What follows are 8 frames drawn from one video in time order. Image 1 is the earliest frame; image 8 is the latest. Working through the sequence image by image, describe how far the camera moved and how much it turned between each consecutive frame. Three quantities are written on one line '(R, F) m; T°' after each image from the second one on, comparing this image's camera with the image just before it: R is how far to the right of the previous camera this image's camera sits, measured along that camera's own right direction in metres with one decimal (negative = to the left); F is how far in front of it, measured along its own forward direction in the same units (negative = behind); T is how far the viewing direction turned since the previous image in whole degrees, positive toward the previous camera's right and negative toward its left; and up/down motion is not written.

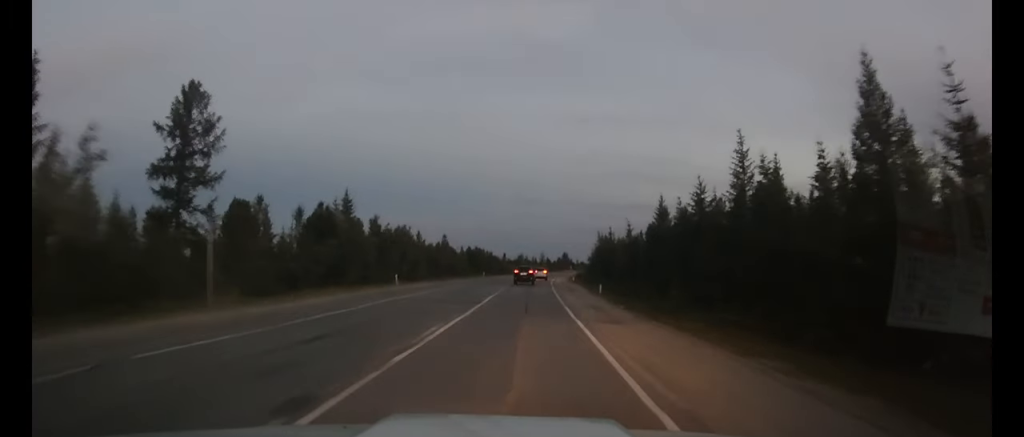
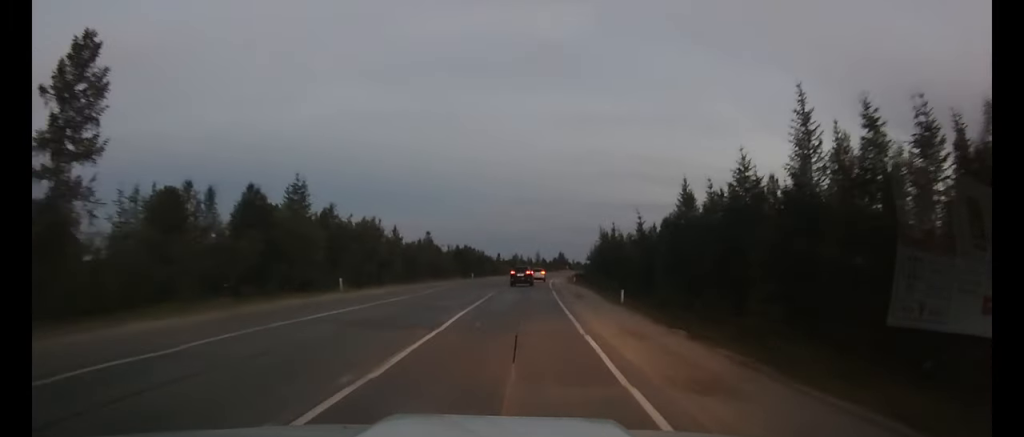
(0.0, +10.9) m; 0°
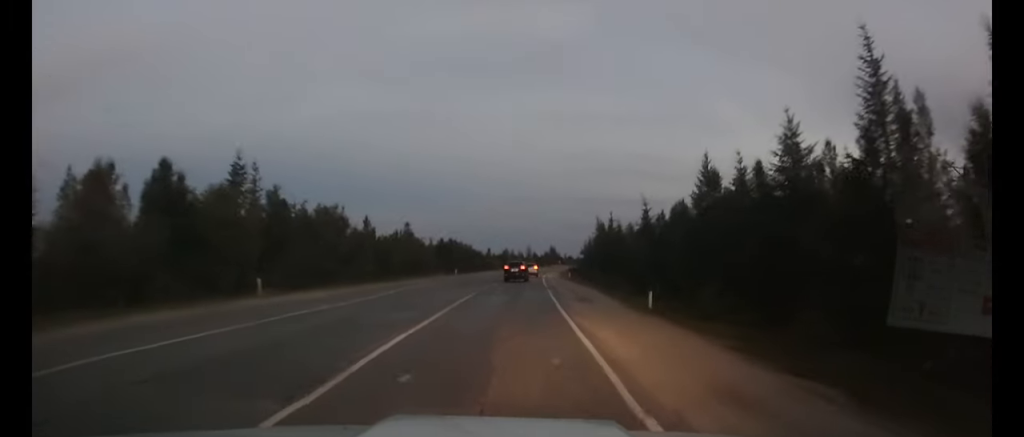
(0.0, +8.2) m; +1°
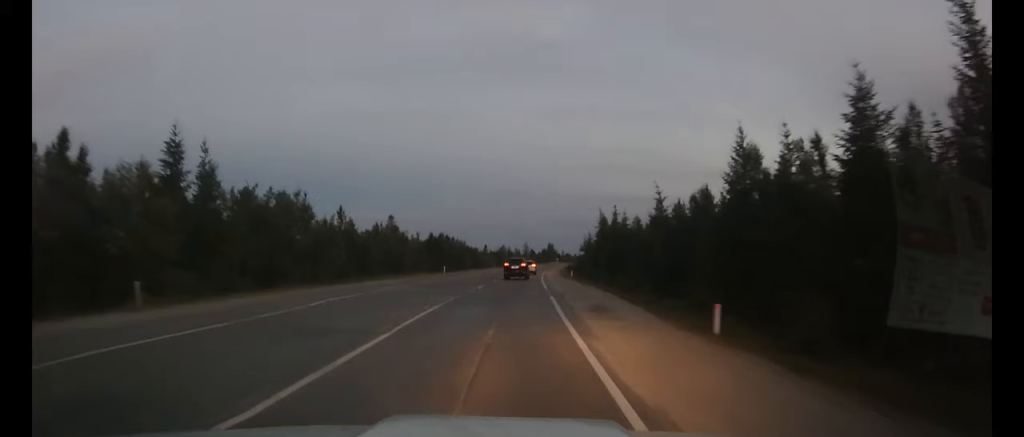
(0.0, +7.3) m; 0°
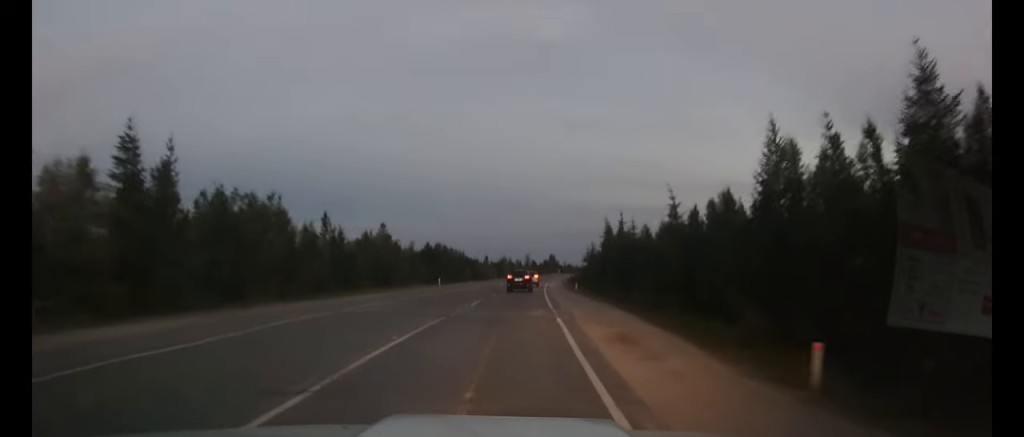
(0.0, +4.5) m; 0°
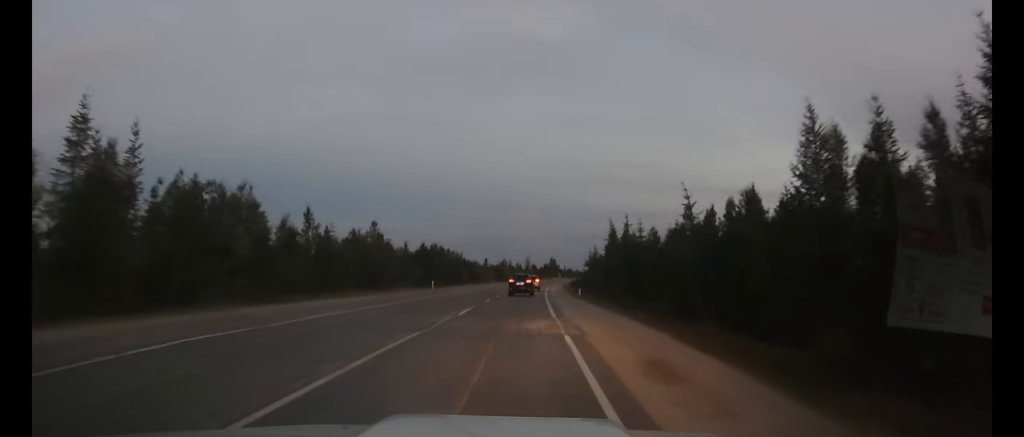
(0.0, +4.0) m; 0°
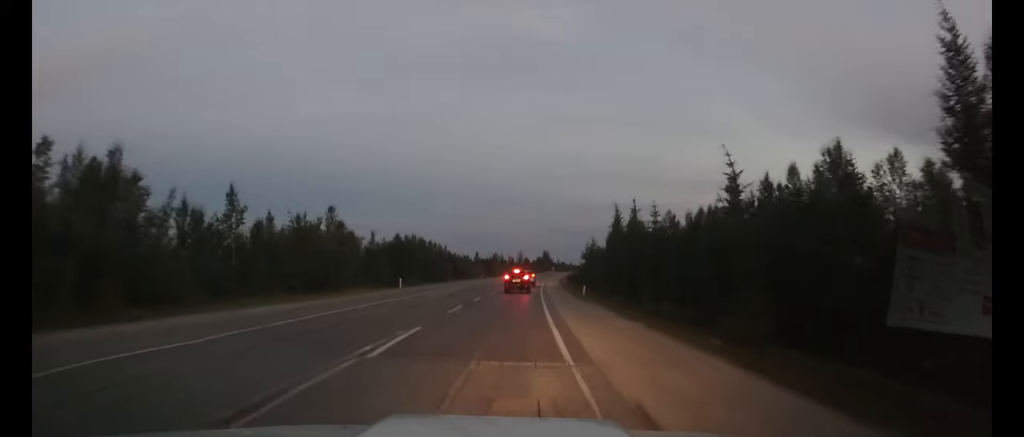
(0.0, +11.1) m; 0°
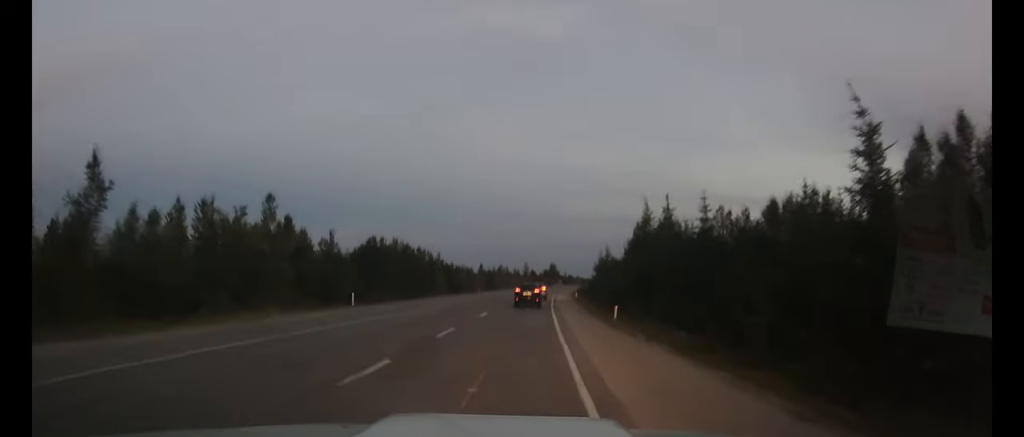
(+0.1, +13.5) m; 0°
